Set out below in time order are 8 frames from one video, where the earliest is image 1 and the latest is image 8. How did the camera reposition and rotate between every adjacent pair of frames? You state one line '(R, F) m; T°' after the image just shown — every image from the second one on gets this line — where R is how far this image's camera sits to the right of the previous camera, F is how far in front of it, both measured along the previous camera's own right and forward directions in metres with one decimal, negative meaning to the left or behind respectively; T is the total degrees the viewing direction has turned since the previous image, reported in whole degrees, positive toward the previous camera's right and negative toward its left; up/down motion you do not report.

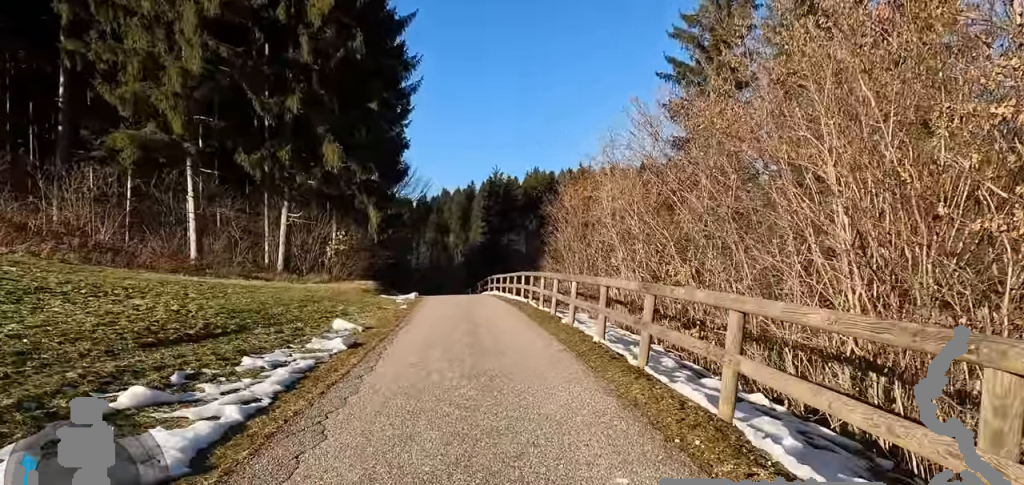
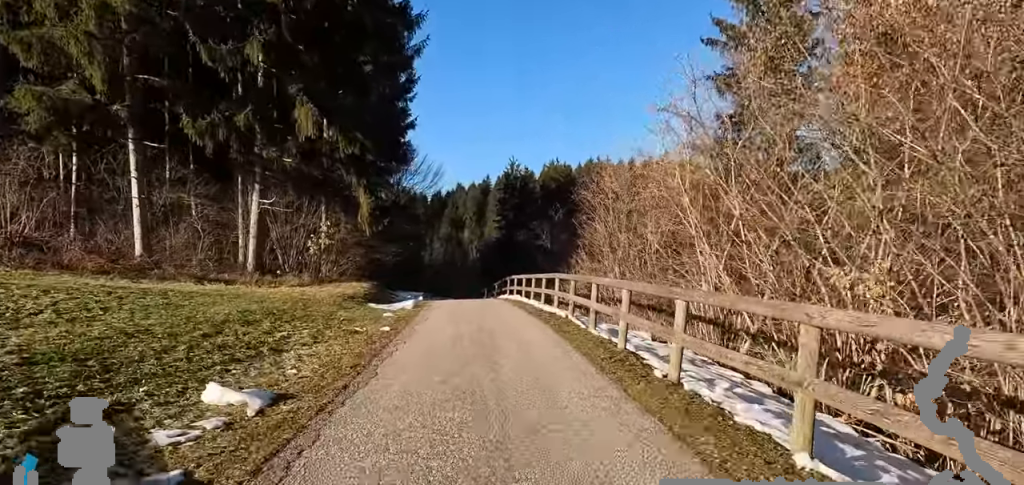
(0.0, +4.9) m; -6°
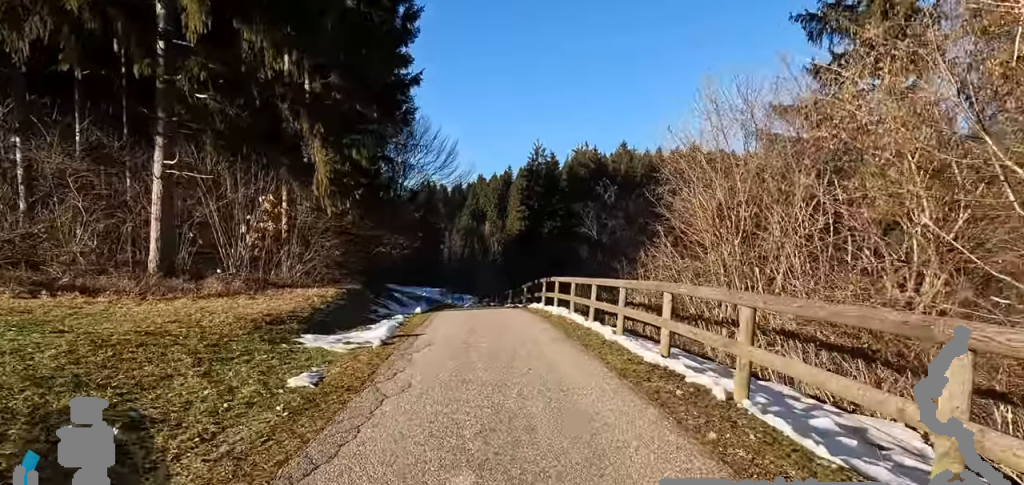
(-0.8, +7.1) m; -8°
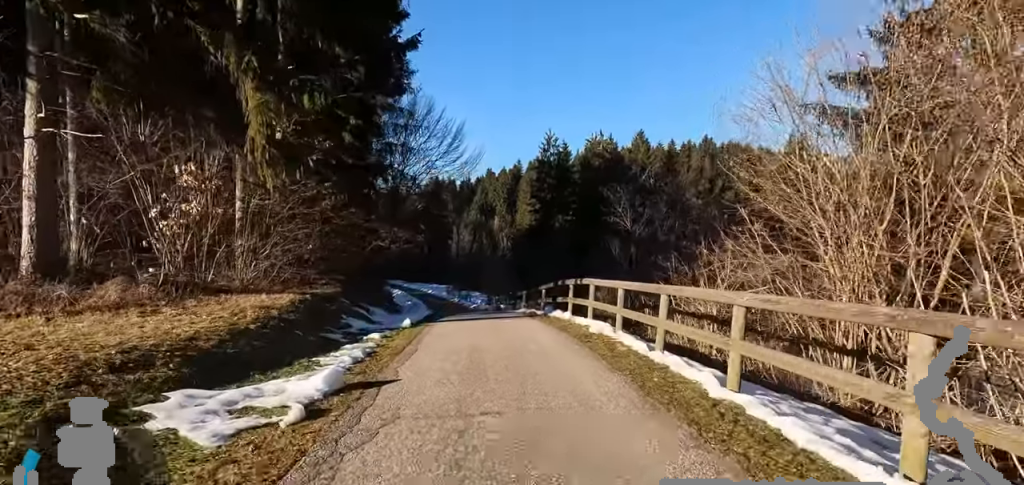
(-0.1, +3.8) m; 0°
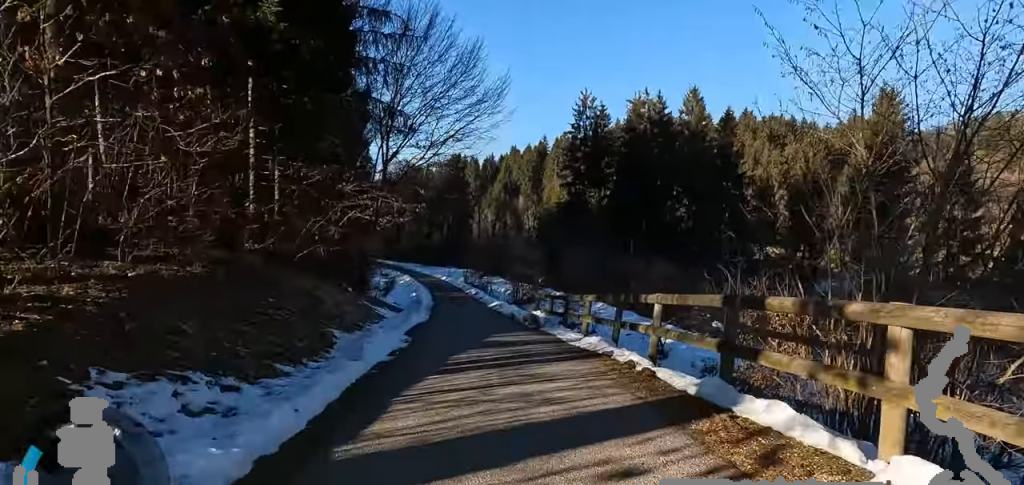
(+0.4, +9.9) m; +11°
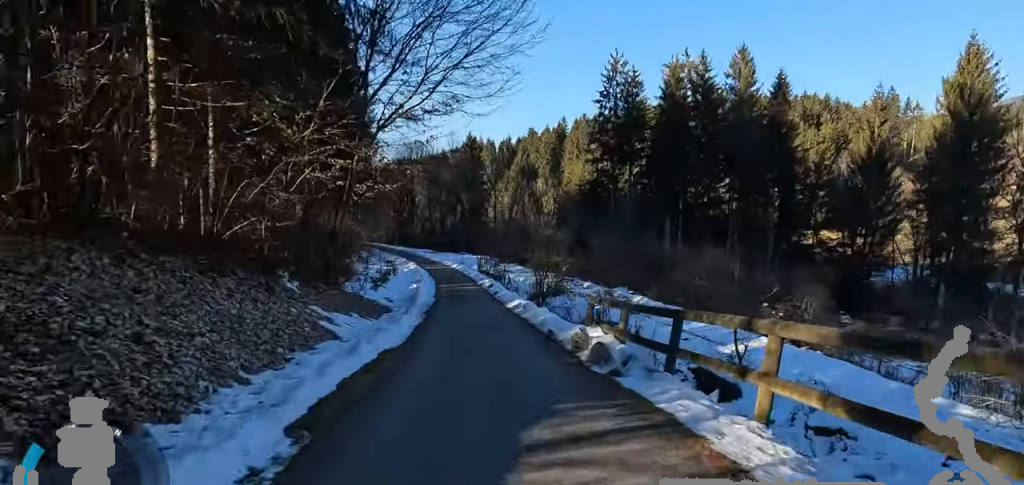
(+0.8, +7.0) m; -1°
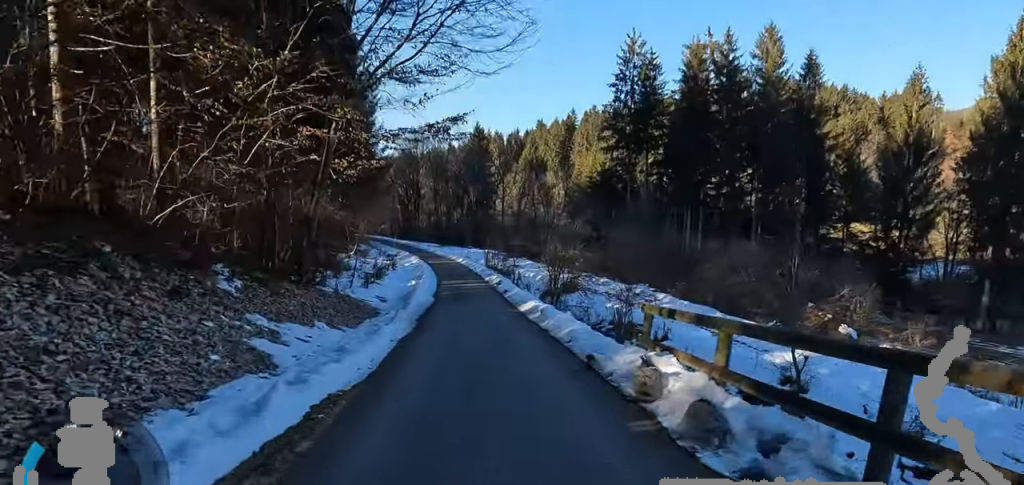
(+0.1, +3.3) m; -4°
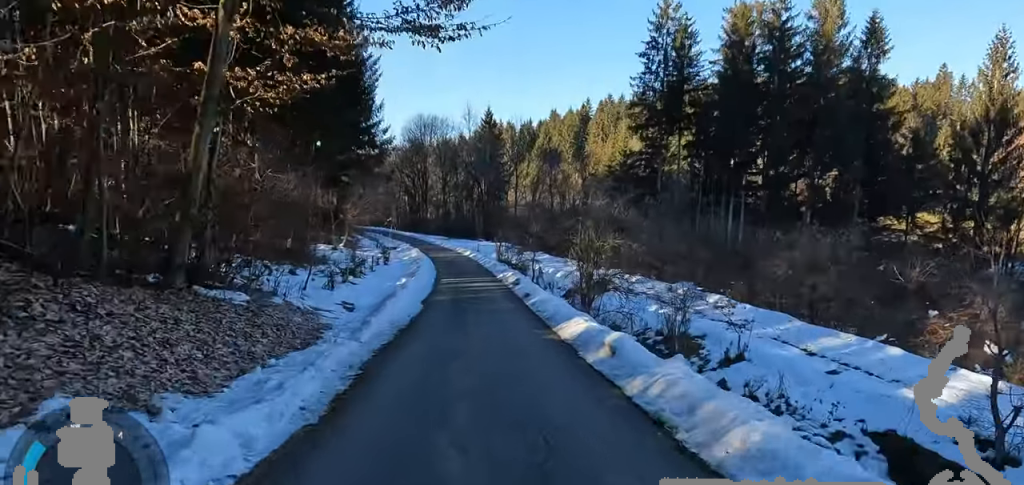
(-0.9, +6.0) m; -12°
